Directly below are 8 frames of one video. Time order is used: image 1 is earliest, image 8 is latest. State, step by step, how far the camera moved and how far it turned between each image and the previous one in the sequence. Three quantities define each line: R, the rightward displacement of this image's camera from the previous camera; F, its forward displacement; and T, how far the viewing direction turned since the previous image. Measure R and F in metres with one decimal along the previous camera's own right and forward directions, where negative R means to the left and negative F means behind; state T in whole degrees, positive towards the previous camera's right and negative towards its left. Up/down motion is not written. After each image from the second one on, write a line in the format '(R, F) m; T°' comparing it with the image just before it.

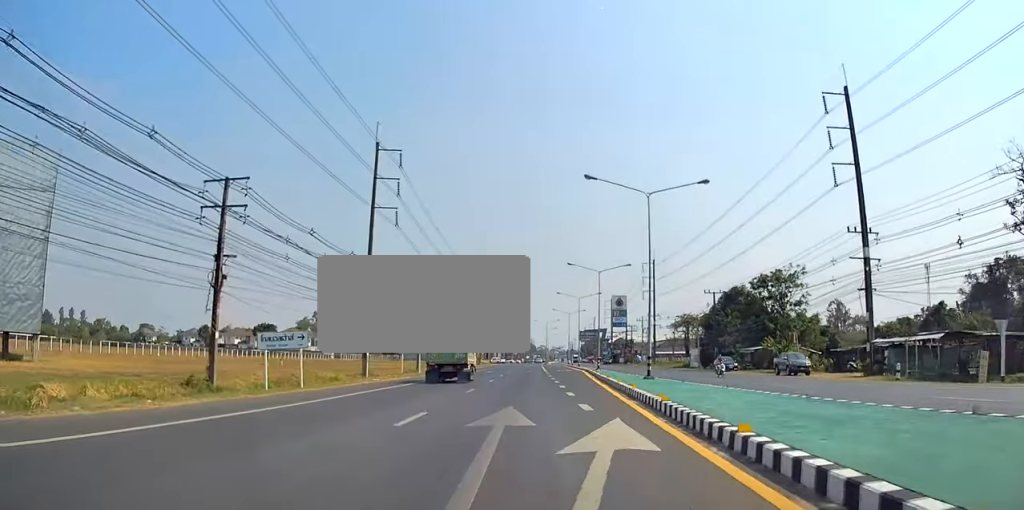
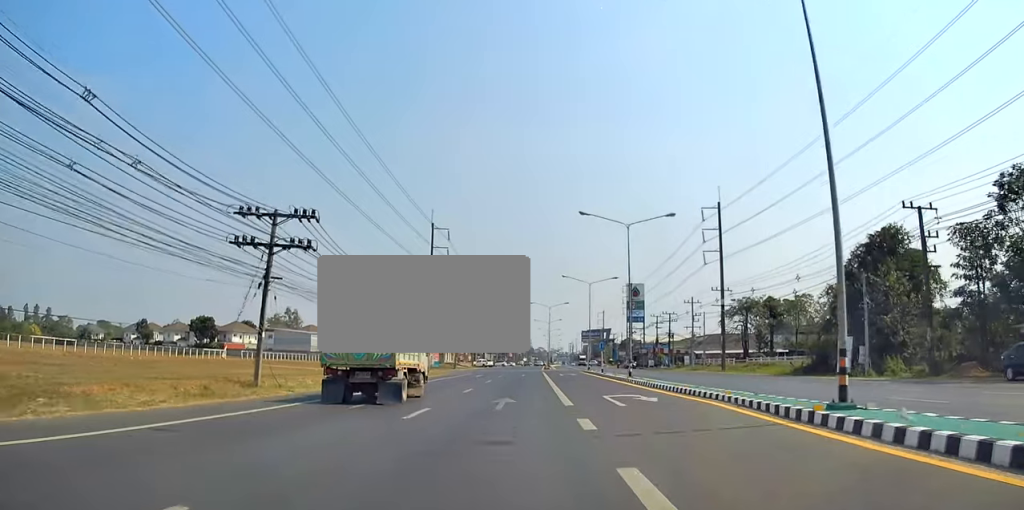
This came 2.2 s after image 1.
(+0.7, +45.6) m; 0°
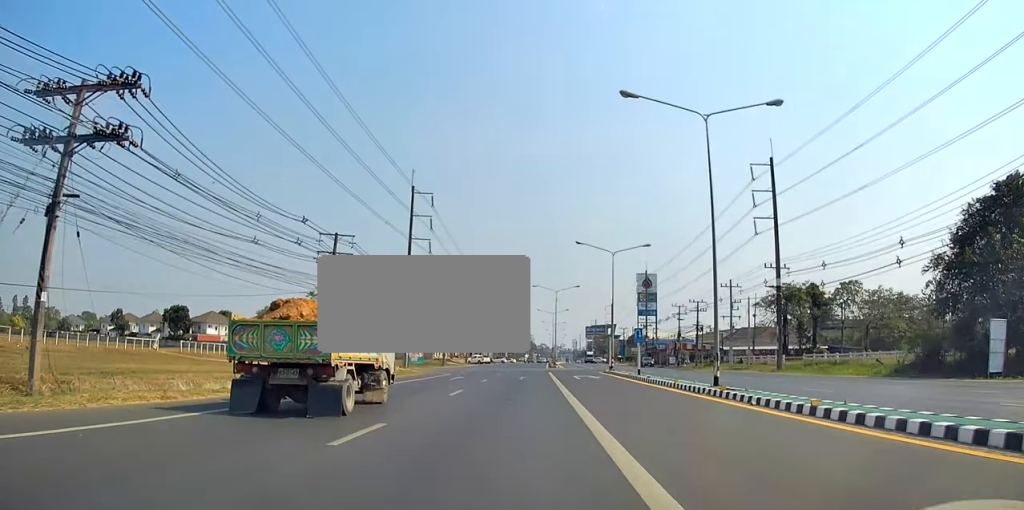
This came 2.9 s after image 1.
(-0.3, +16.2) m; -1°
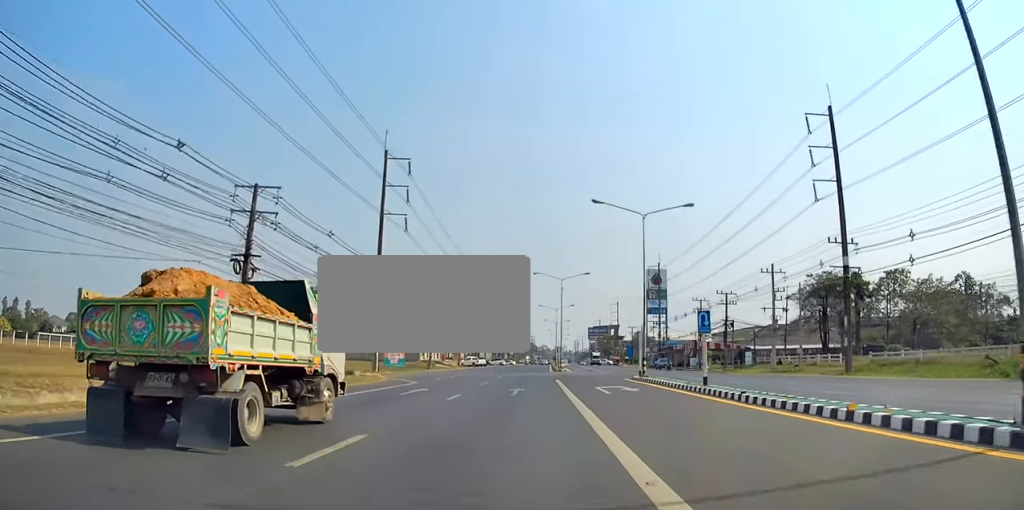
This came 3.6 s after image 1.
(-0.3, +13.7) m; 0°
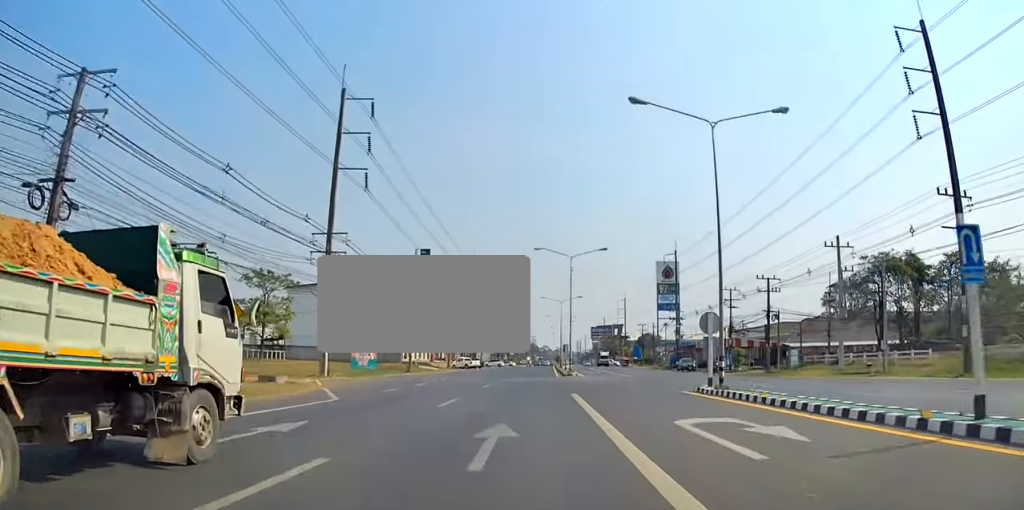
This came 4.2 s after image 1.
(+0.4, +14.6) m; +1°
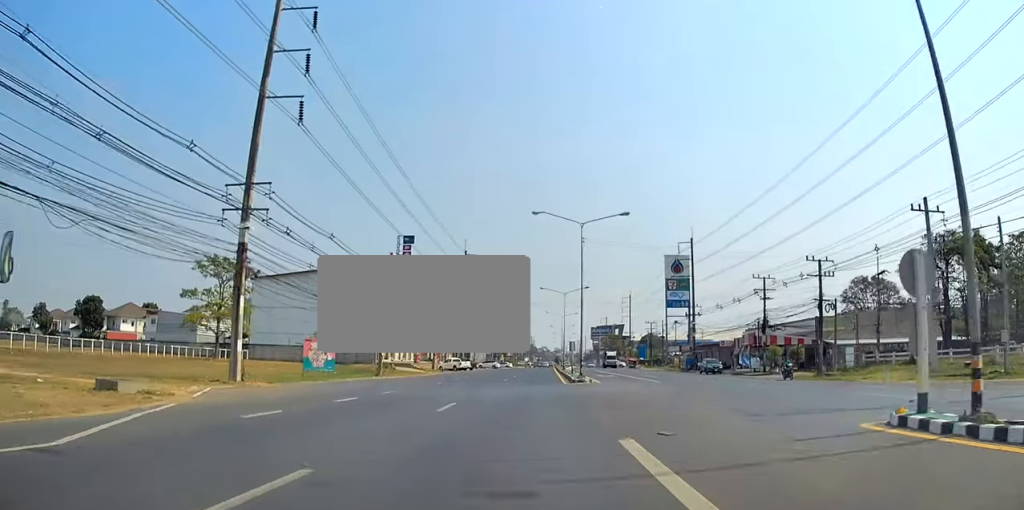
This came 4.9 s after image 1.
(+0.1, +12.8) m; 0°
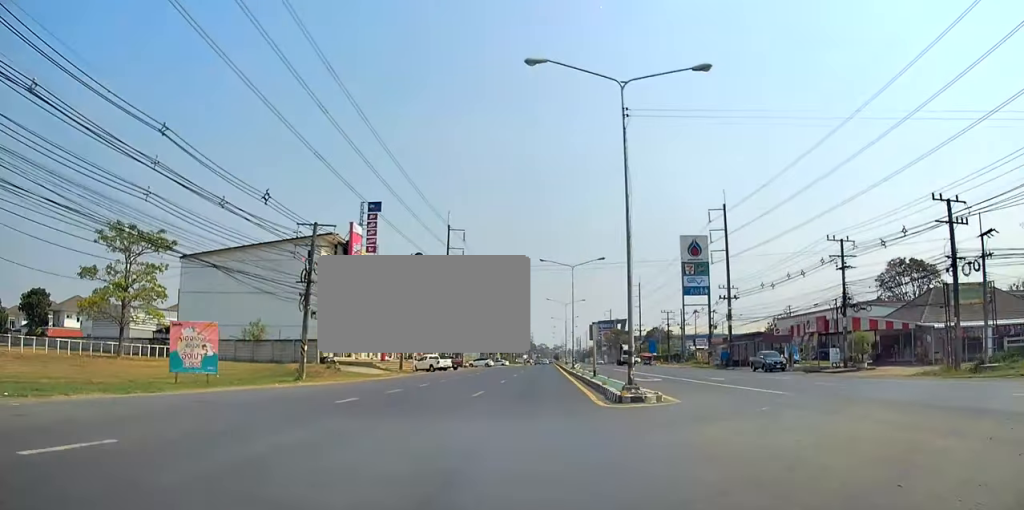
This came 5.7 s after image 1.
(0.0, +18.8) m; 0°
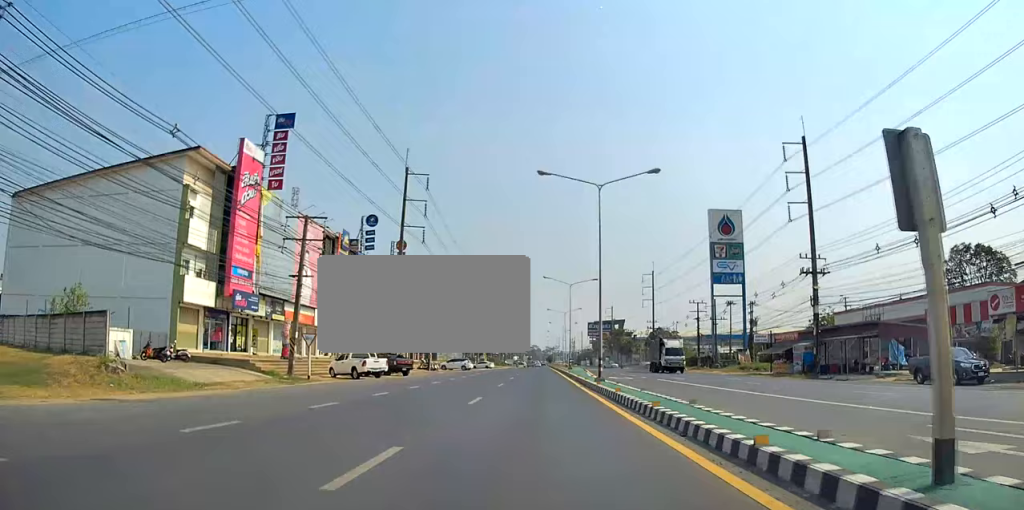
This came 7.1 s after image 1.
(+0.1, +27.5) m; 0°
